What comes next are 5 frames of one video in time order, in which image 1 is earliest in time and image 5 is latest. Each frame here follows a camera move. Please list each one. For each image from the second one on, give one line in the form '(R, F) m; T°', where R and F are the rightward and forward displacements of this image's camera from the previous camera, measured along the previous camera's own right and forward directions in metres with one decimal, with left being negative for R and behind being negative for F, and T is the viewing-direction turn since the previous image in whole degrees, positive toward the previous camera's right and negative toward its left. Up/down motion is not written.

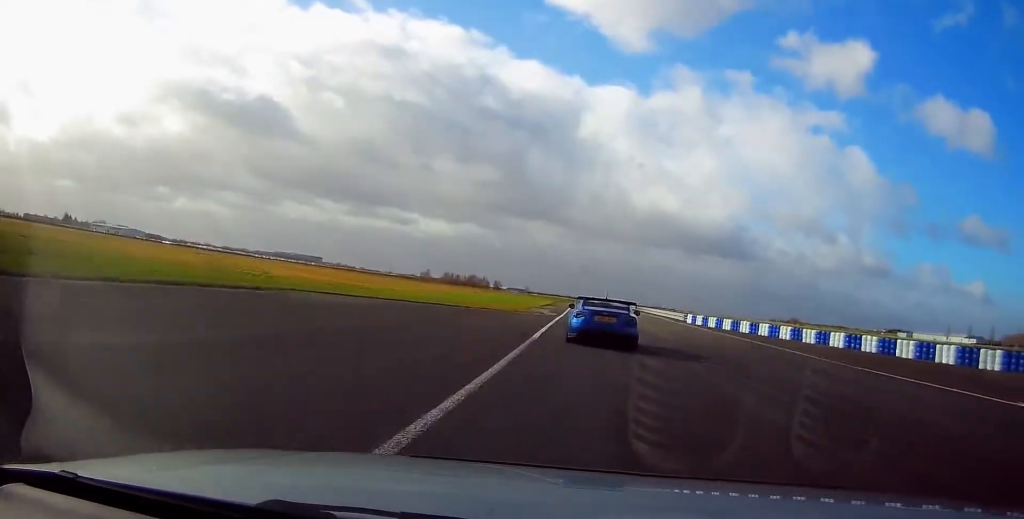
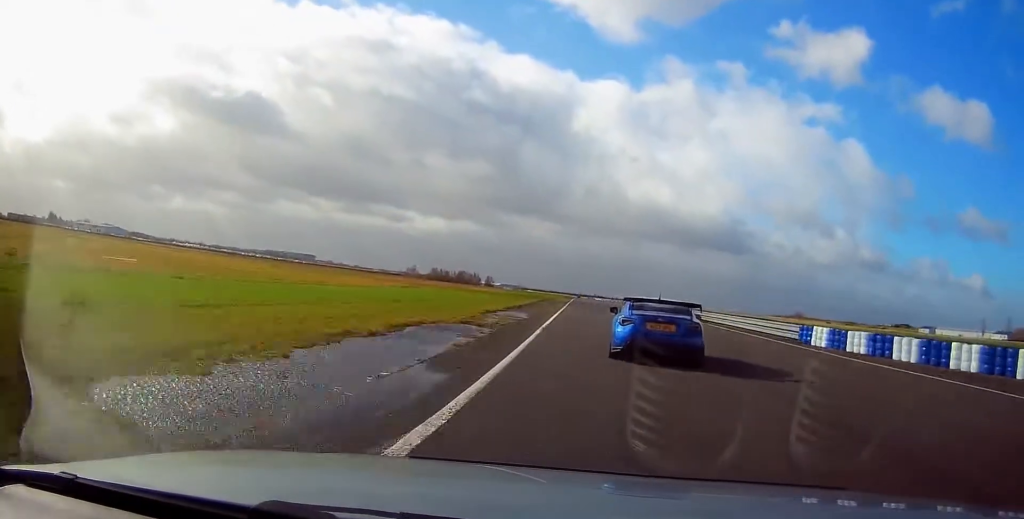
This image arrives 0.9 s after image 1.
(-0.1, +35.3) m; 0°
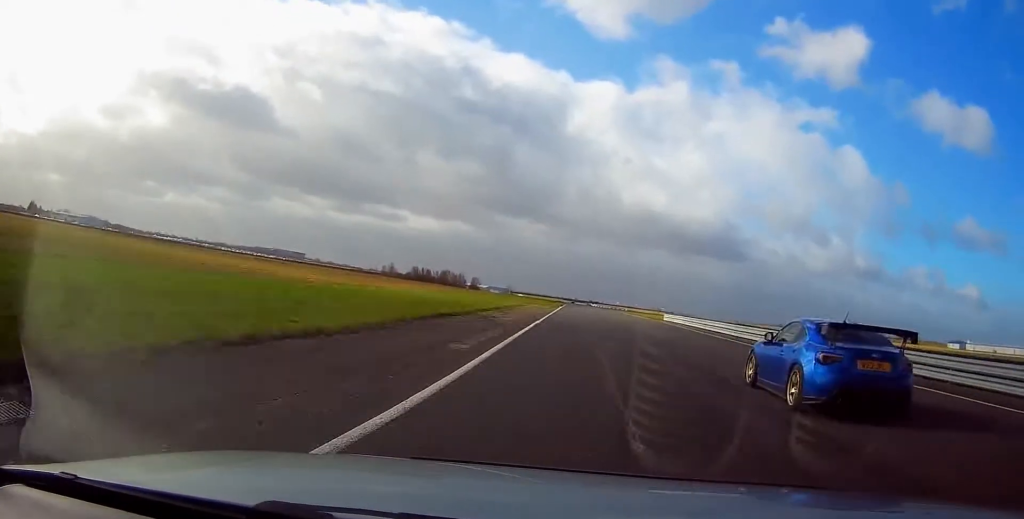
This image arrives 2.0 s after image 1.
(+0.2, +46.0) m; 0°
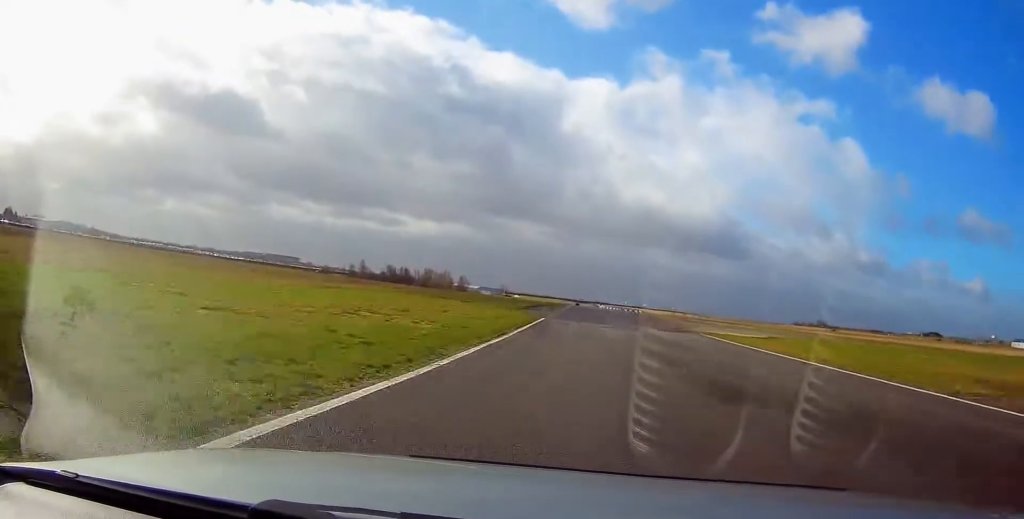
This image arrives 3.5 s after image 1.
(-0.6, +67.4) m; -1°
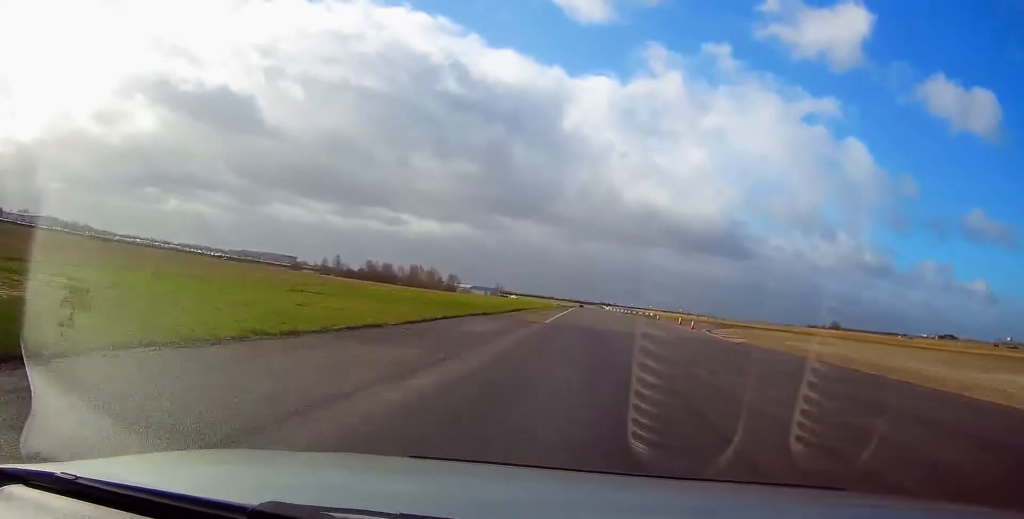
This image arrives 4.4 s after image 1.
(0.0, +44.9) m; 0°
